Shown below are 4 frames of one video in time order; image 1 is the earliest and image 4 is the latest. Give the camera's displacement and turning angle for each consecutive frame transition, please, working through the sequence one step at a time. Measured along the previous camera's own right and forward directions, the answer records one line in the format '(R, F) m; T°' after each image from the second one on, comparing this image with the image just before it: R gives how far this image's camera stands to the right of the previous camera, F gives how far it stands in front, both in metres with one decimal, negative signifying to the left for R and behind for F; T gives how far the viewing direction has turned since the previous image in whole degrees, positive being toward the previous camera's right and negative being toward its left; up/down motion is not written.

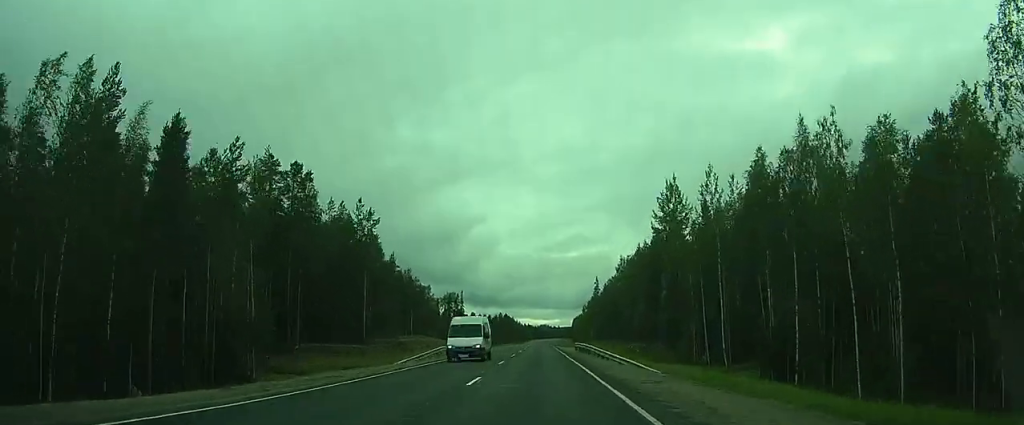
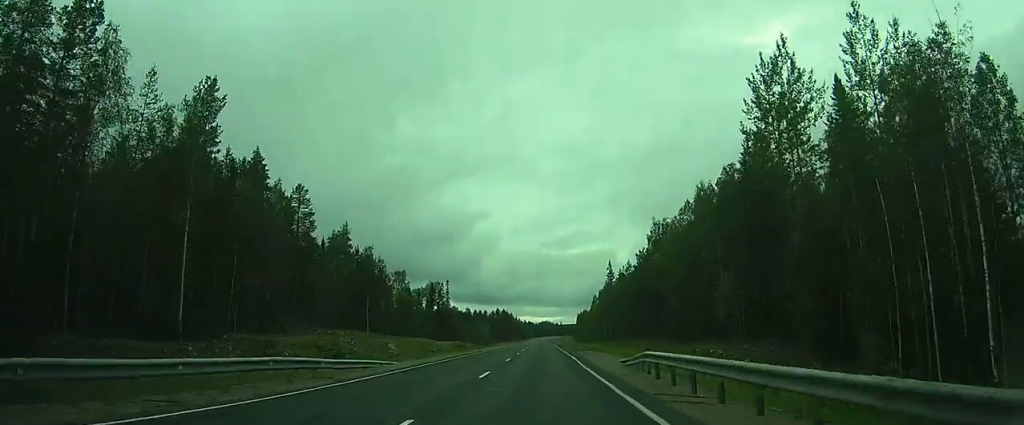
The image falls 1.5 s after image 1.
(+0.2, +33.2) m; +1°
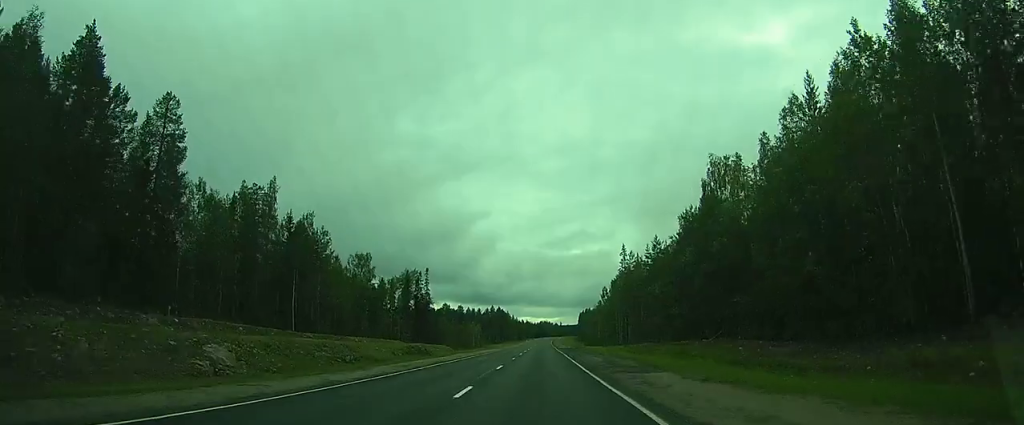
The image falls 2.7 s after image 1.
(+0.3, +28.8) m; 0°
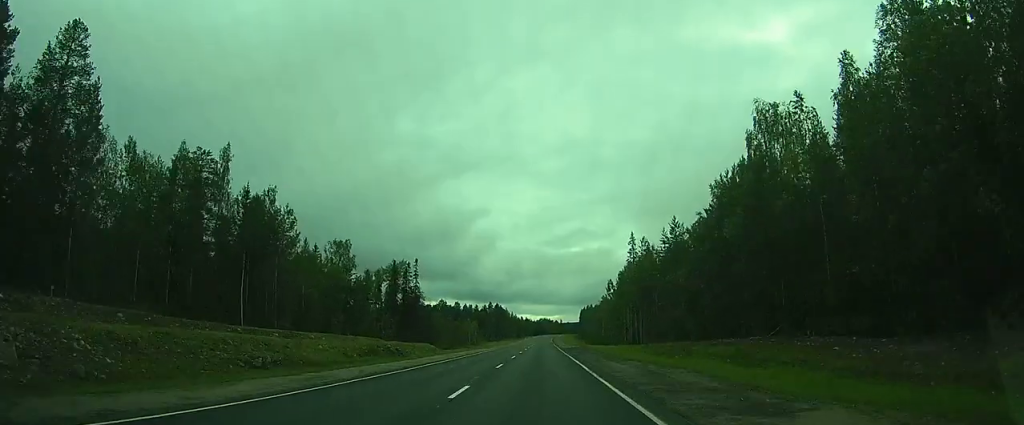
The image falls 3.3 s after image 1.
(-0.1, +12.2) m; 0°
